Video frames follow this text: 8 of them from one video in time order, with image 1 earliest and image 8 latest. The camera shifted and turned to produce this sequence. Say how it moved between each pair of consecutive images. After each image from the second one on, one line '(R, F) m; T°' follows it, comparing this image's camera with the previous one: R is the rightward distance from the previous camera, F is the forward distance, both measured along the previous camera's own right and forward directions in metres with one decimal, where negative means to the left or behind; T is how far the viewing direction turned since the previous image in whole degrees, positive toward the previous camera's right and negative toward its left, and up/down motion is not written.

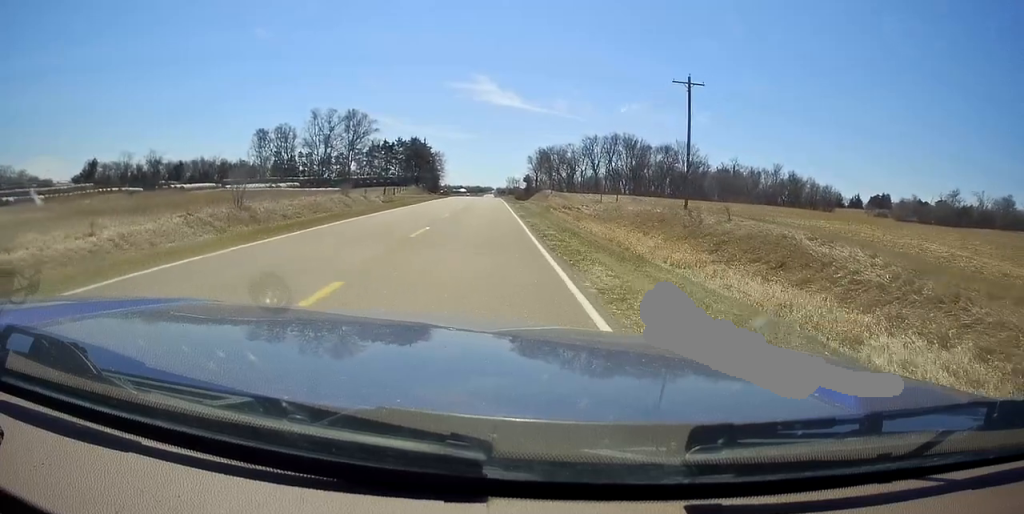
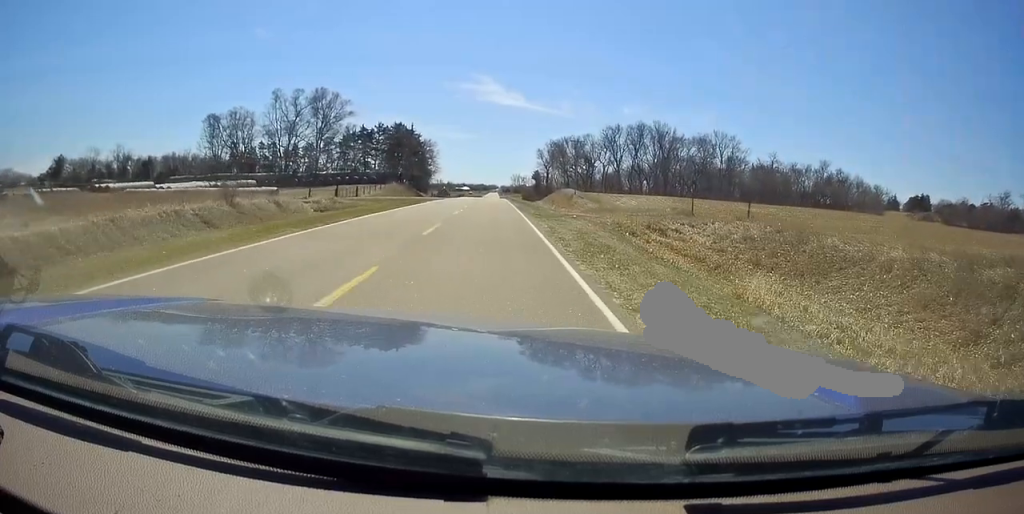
(-0.3, +32.7) m; -1°
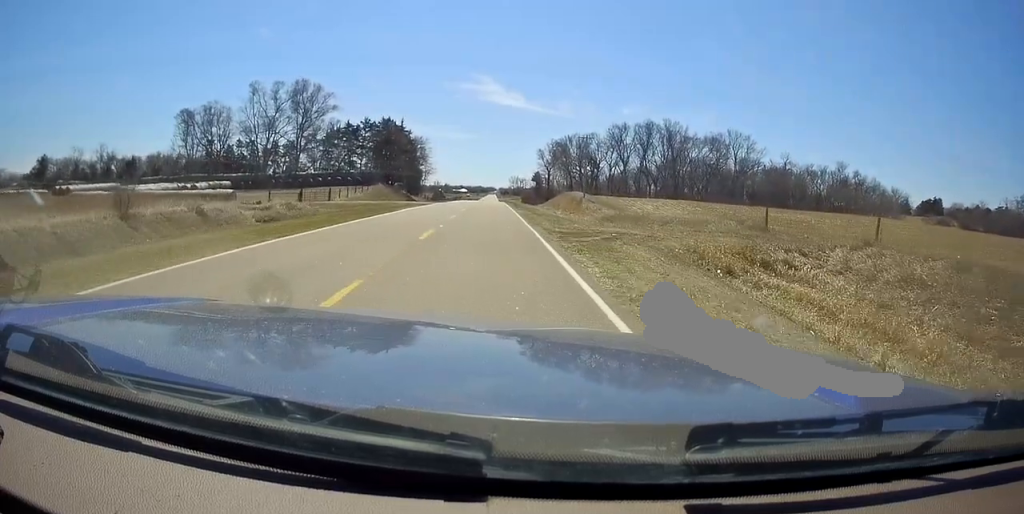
(-0.2, +12.0) m; 0°
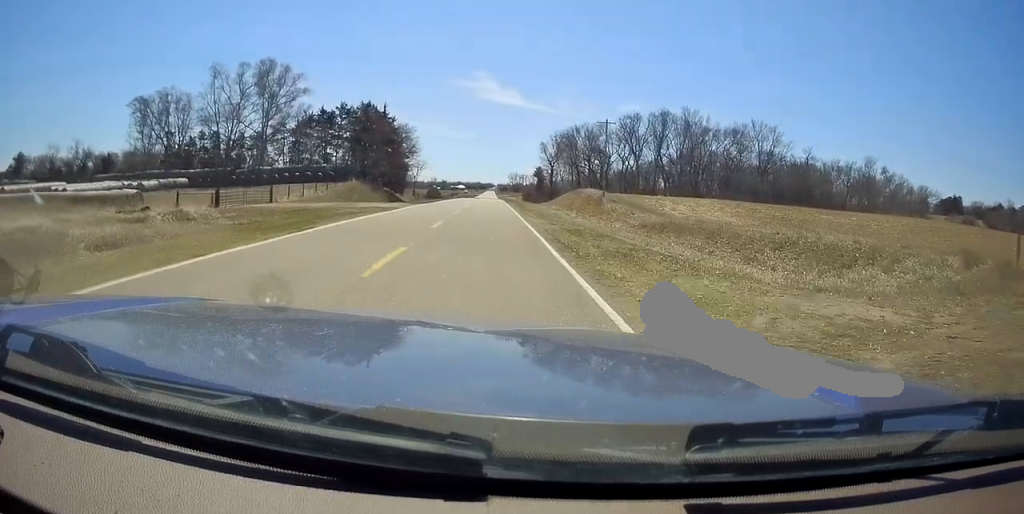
(+0.2, +17.3) m; +1°
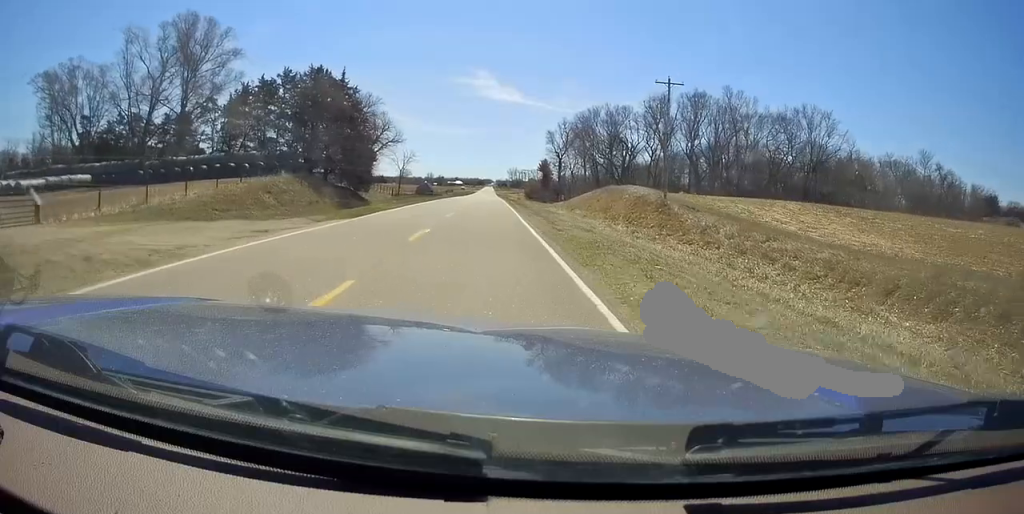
(+0.2, +27.5) m; 0°
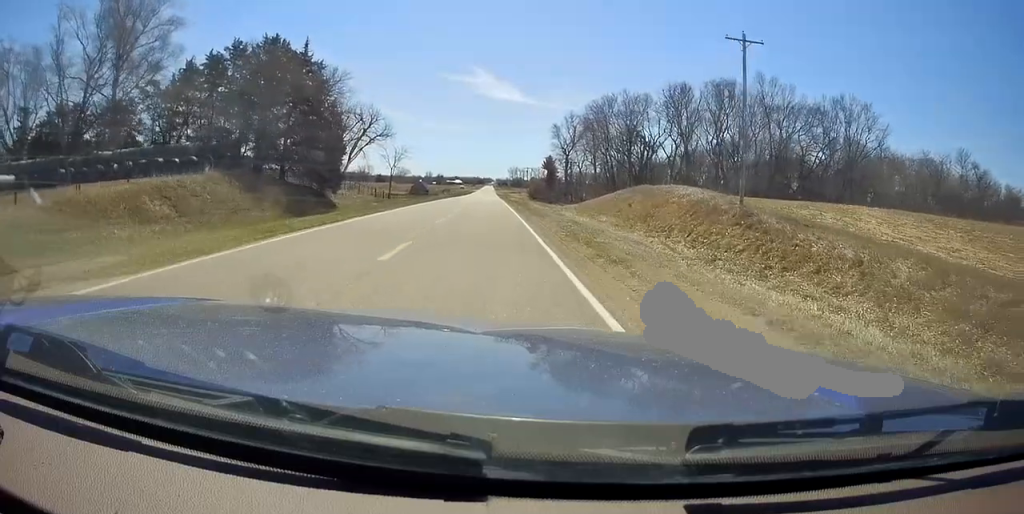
(0.0, +15.2) m; -1°
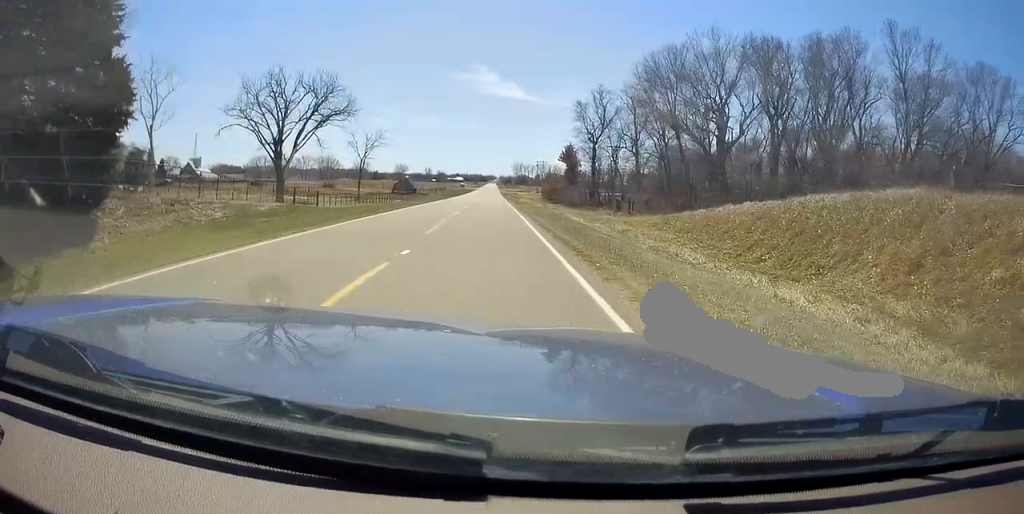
(-1.0, +38.1) m; -1°
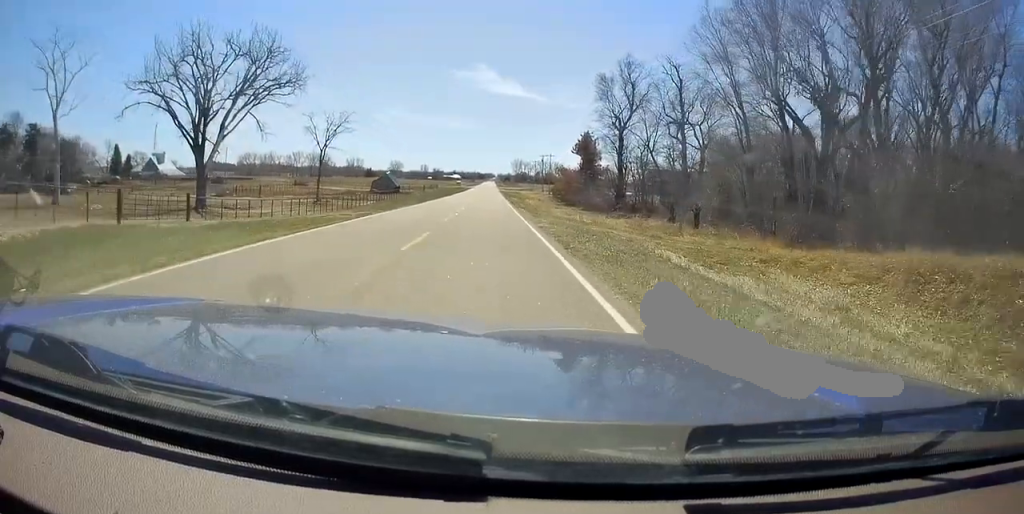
(+0.5, +26.0) m; +2°
